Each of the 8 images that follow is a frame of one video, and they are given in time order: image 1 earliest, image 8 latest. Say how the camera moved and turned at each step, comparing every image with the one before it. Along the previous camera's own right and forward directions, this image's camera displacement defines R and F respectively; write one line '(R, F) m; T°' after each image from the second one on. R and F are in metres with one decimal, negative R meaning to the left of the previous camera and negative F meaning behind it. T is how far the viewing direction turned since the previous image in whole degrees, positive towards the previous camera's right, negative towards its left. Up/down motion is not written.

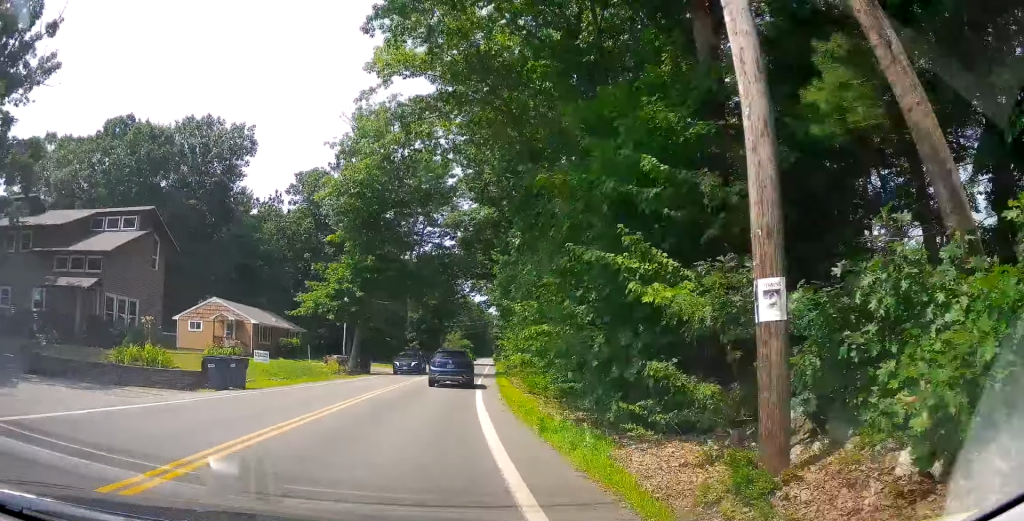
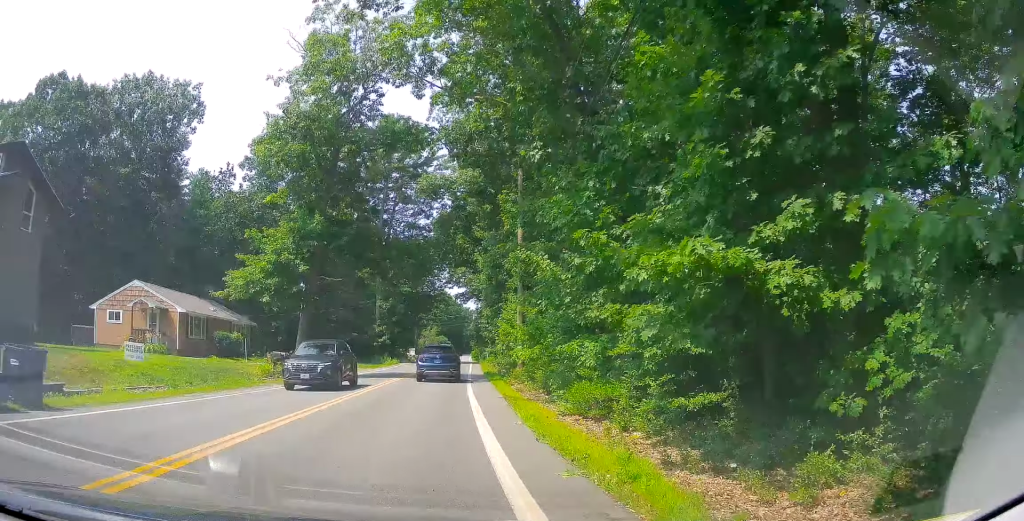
(+0.5, +10.5) m; +3°
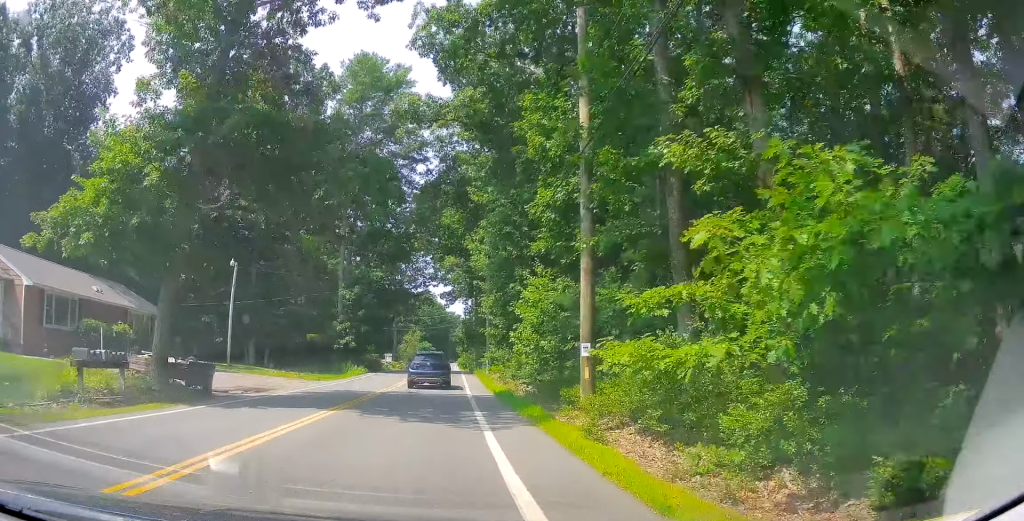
(+0.3, +15.2) m; +2°
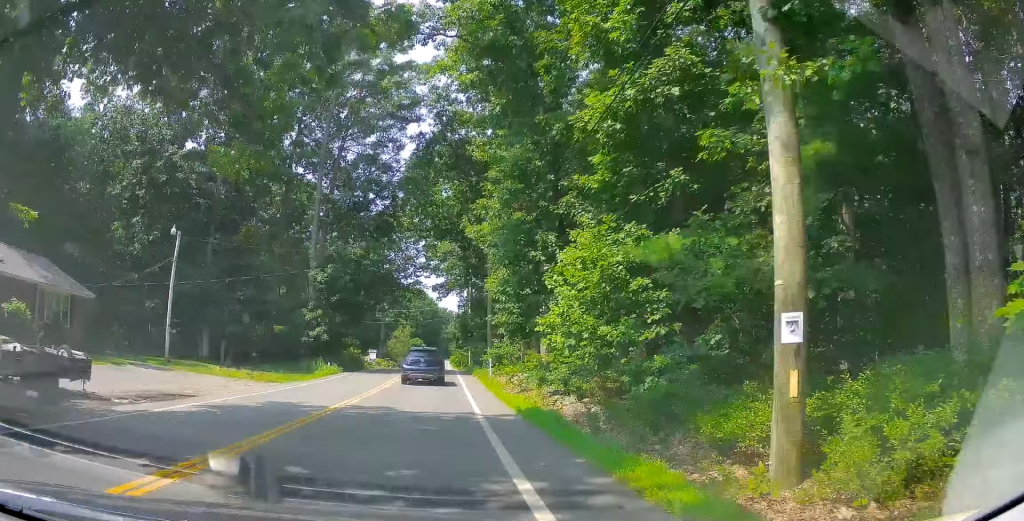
(0.0, +8.3) m; +1°
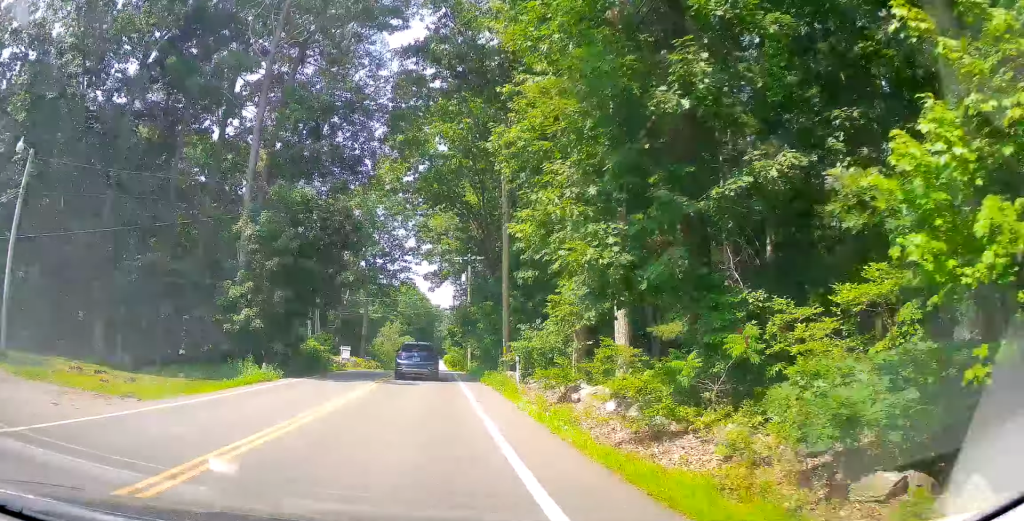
(+0.1, +12.9) m; +1°
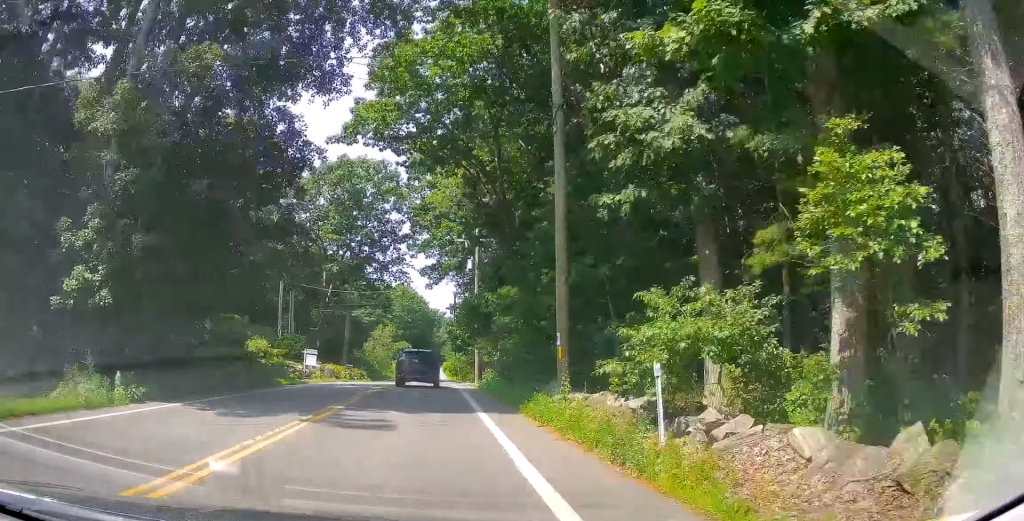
(+0.1, +12.2) m; +2°
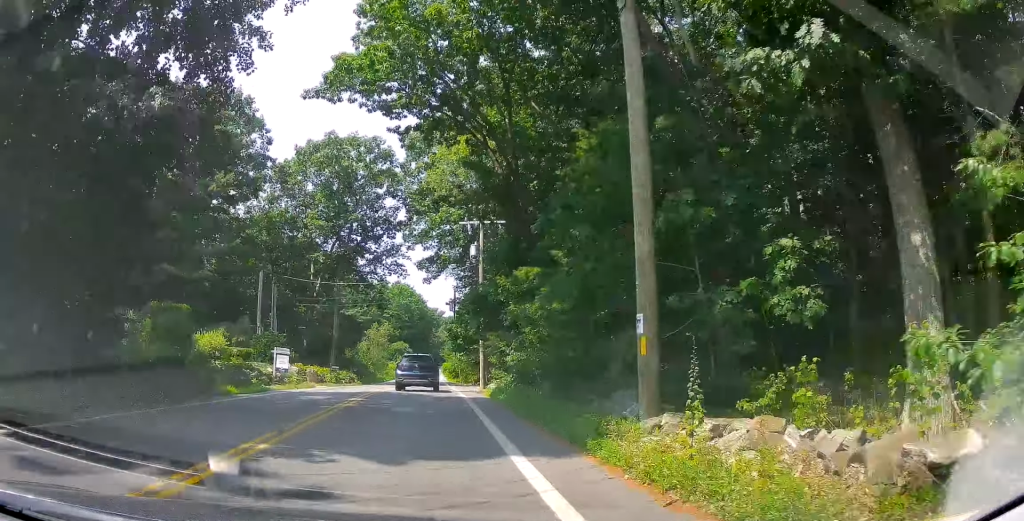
(+0.3, +6.1) m; 0°
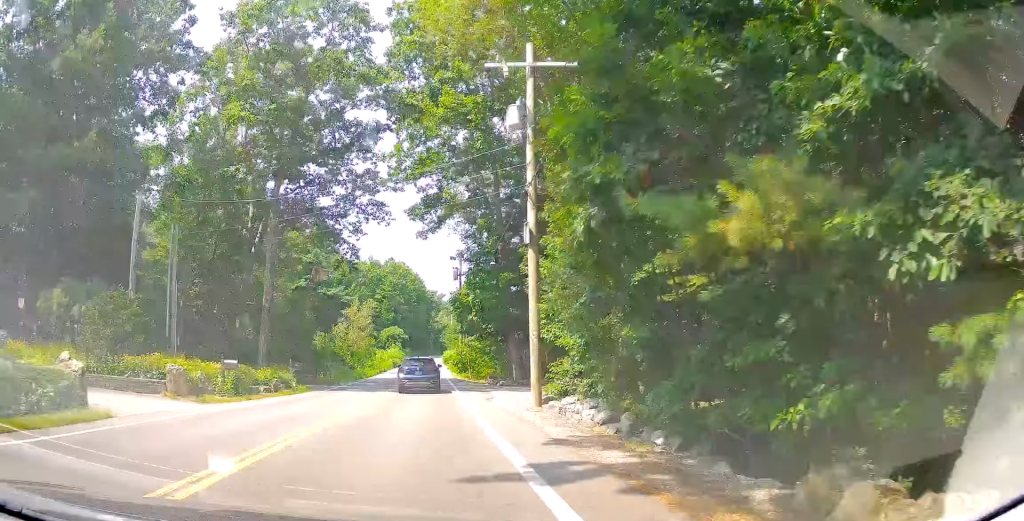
(-0.2, +21.1) m; -1°
